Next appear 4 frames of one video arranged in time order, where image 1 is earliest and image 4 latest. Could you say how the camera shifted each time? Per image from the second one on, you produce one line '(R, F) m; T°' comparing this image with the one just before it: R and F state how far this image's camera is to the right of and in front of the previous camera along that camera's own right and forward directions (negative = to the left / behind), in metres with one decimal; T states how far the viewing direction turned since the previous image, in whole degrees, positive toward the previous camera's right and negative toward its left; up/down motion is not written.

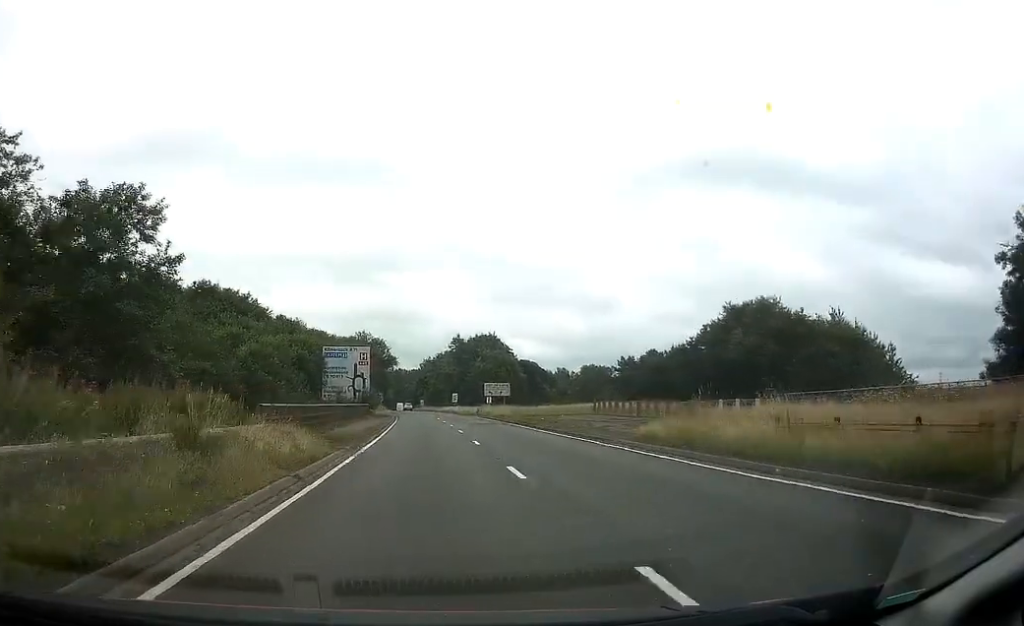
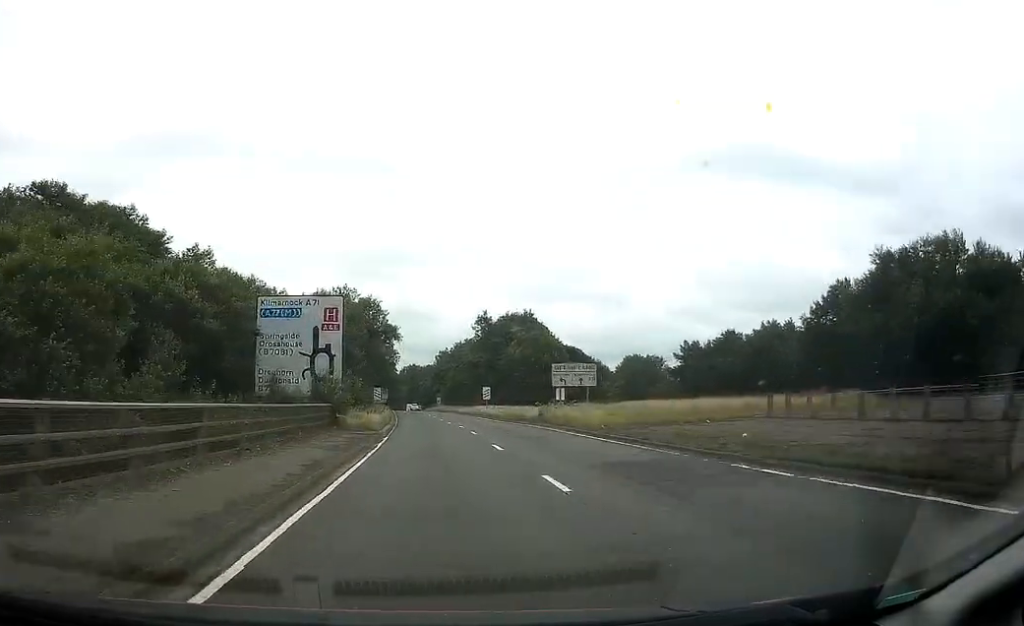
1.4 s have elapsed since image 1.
(-0.2, +29.2) m; -1°
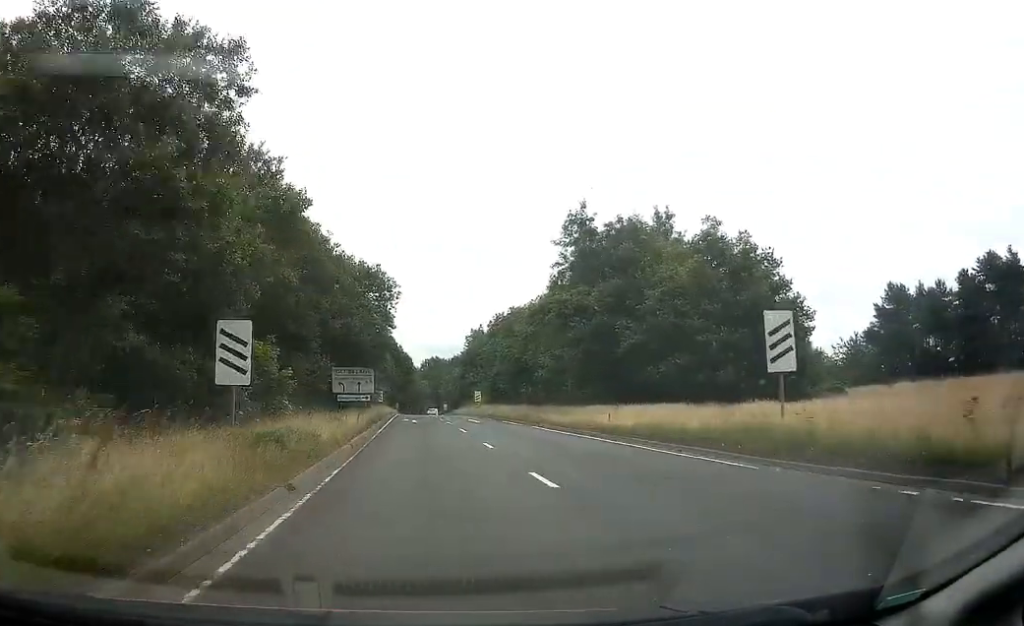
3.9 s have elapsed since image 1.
(-0.8, +52.7) m; -2°
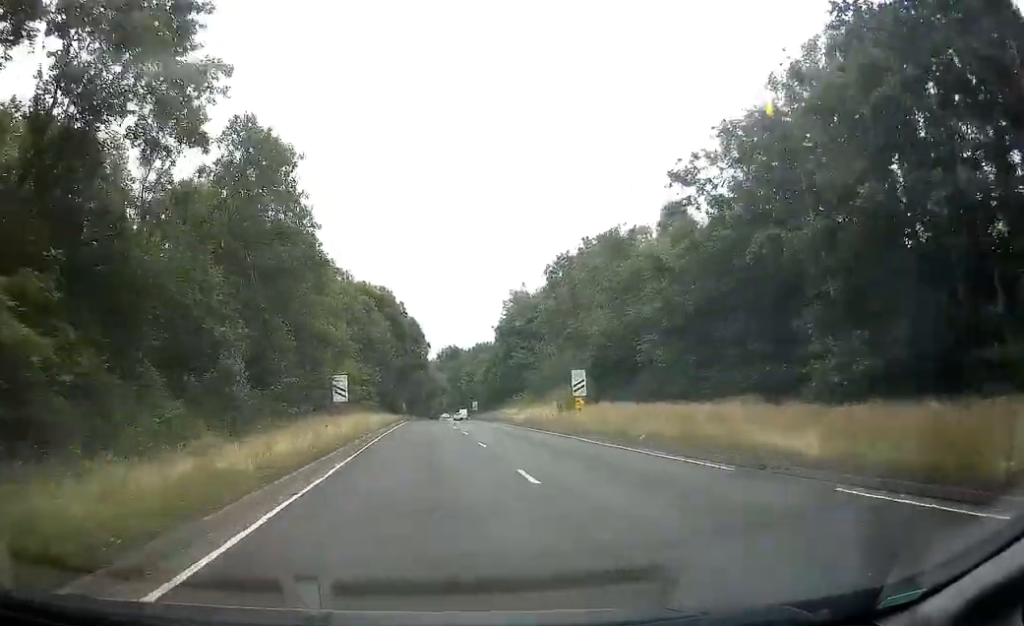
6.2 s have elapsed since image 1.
(-0.6, +45.6) m; -2°
